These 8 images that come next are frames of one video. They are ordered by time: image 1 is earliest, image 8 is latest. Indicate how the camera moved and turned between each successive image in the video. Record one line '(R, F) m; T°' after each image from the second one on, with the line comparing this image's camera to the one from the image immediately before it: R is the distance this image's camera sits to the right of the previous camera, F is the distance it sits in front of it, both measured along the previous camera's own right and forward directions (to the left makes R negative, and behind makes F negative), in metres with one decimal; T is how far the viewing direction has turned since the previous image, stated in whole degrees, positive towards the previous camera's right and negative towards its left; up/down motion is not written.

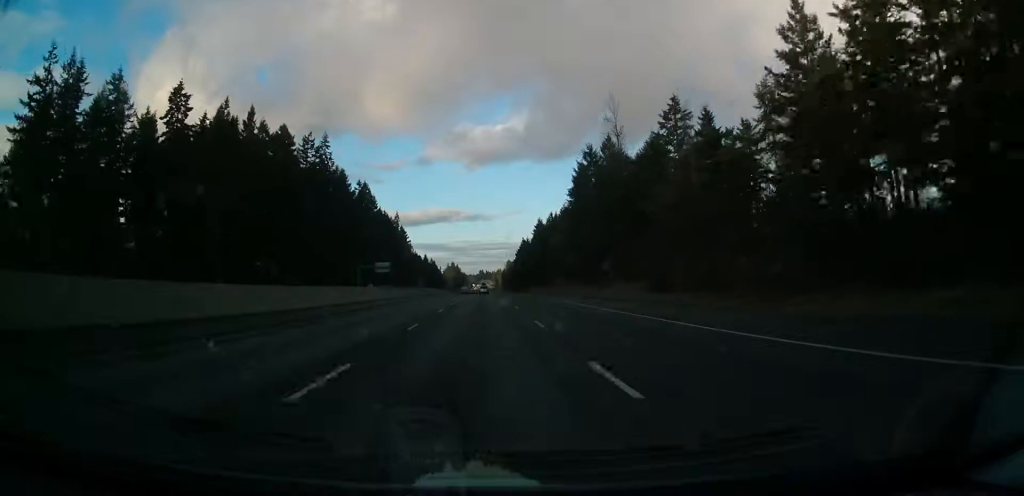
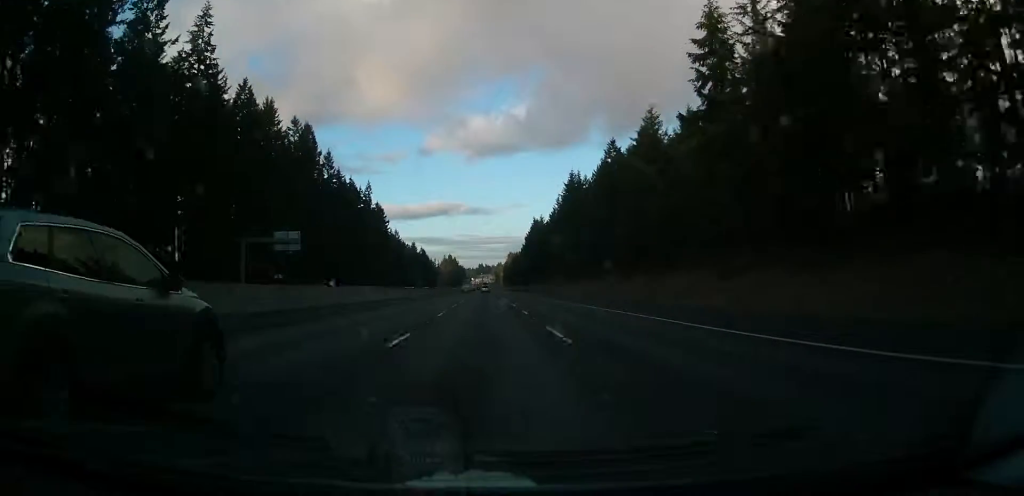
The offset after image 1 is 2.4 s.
(0.0, +78.2) m; 0°
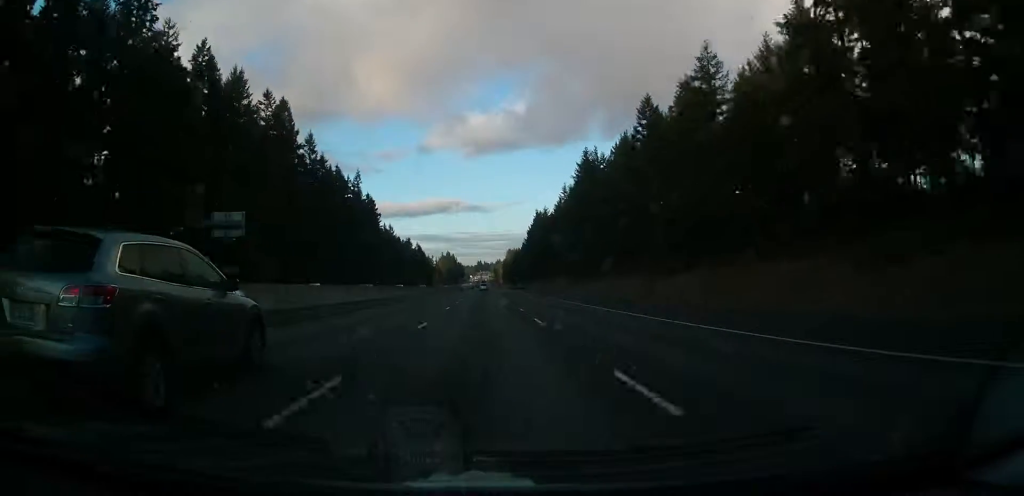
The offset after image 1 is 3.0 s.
(0.0, +19.4) m; 0°
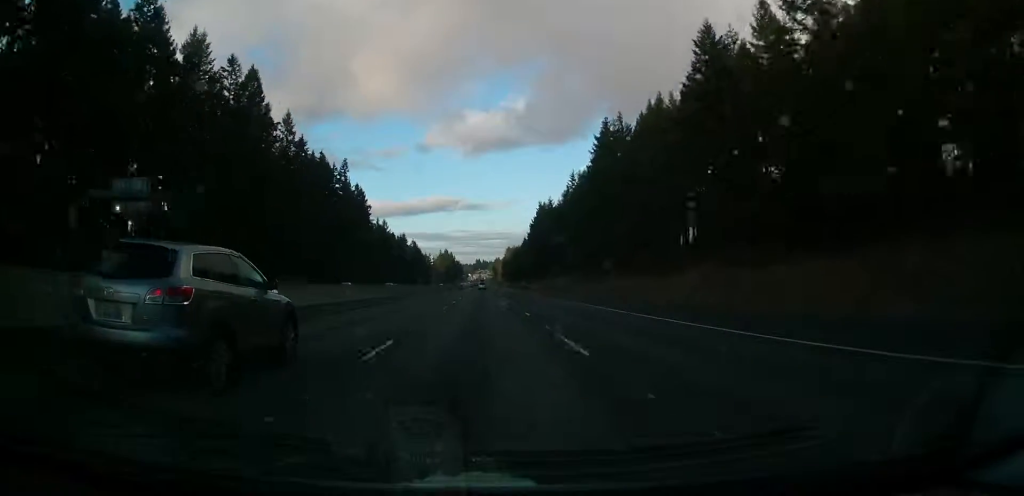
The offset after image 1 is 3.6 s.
(0.0, +19.6) m; 0°
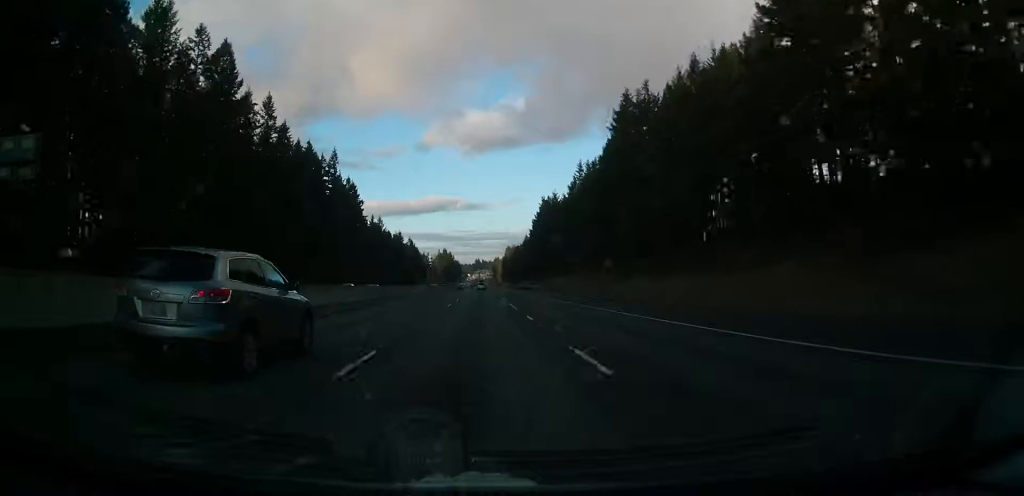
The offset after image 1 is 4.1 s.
(0.0, +14.2) m; 0°
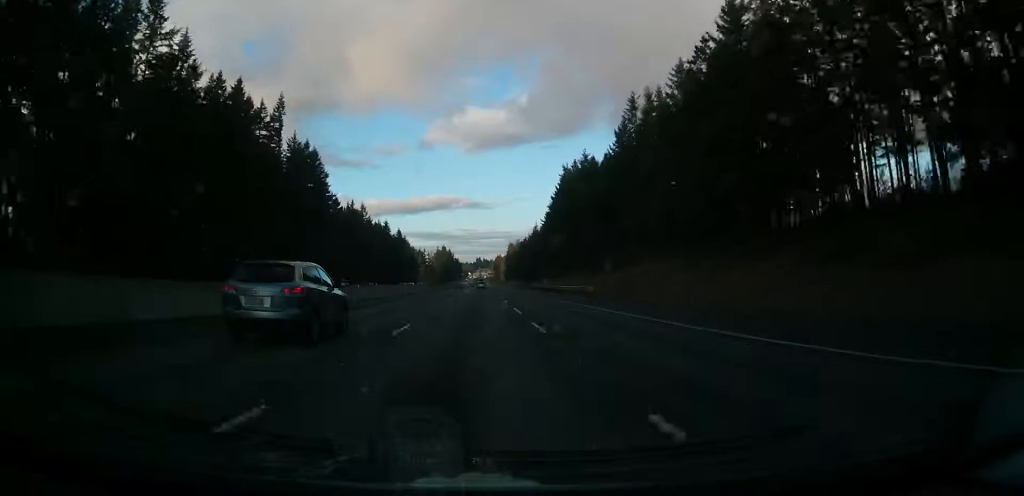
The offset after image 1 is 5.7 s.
(-0.1, +54.8) m; 0°
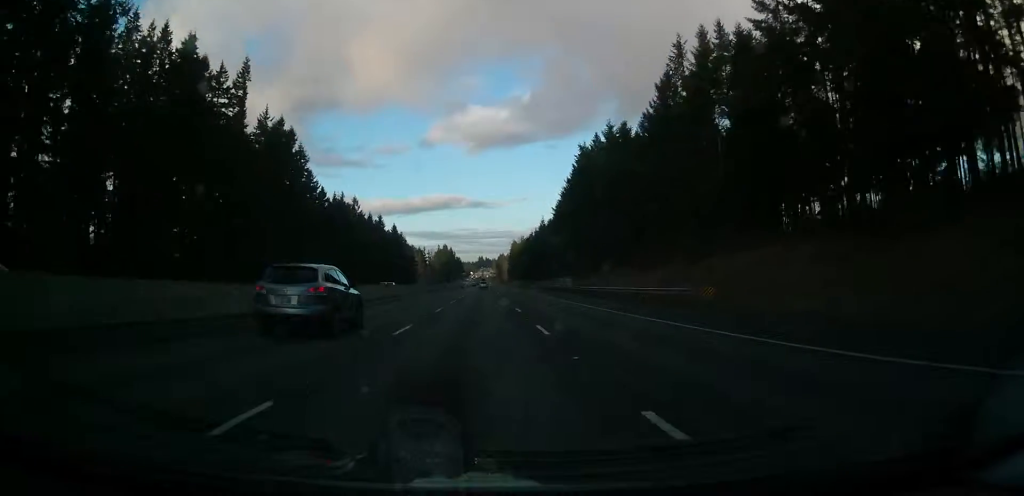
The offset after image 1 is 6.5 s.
(0.0, +24.1) m; 0°
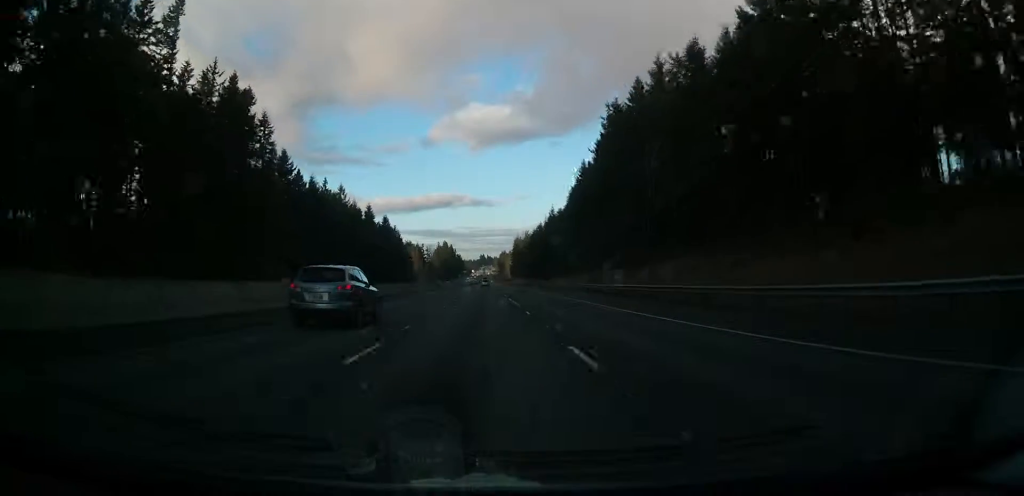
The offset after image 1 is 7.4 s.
(0.0, +30.7) m; 0°
